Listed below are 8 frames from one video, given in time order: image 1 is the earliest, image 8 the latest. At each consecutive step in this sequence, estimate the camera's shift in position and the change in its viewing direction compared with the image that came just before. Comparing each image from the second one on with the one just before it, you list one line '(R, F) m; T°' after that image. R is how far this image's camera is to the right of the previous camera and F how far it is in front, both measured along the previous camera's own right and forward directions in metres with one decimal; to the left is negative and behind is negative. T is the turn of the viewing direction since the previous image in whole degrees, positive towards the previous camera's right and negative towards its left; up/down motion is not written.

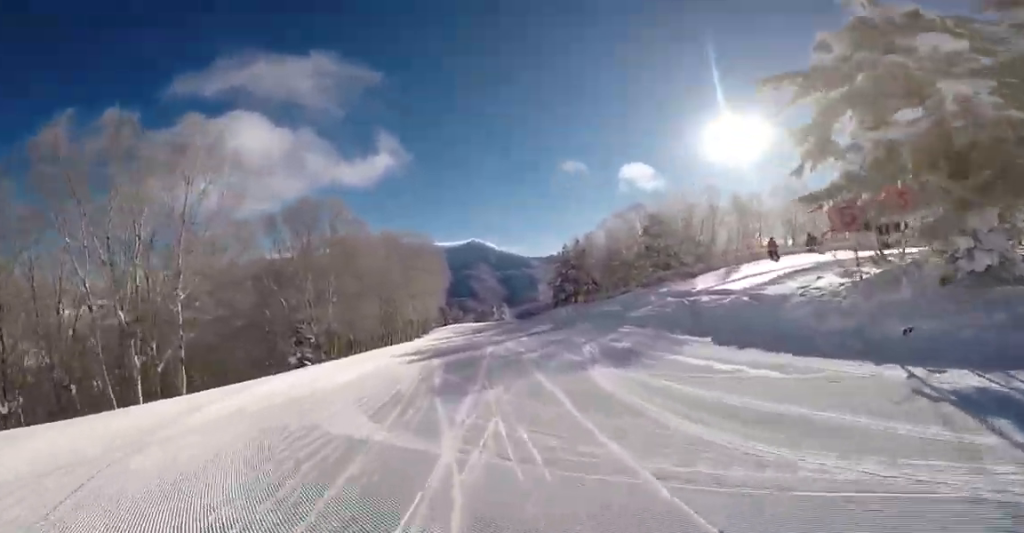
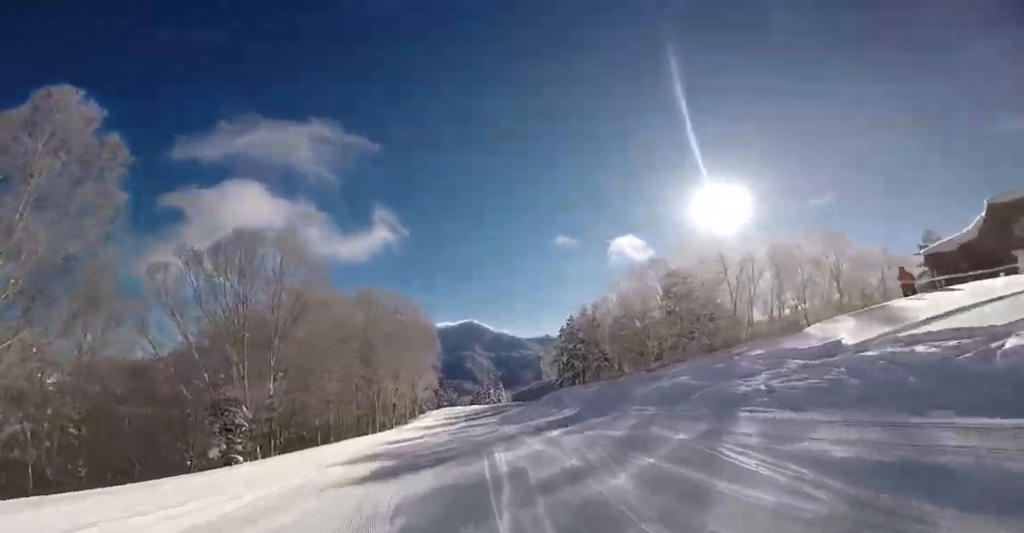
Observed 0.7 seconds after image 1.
(+0.1, +8.0) m; 0°
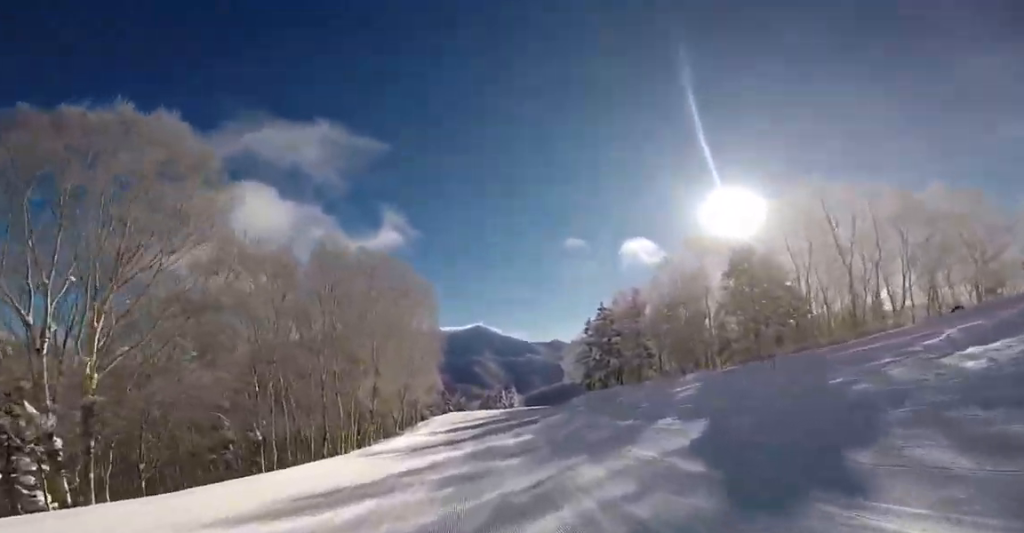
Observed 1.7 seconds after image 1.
(0.0, +11.1) m; 0°
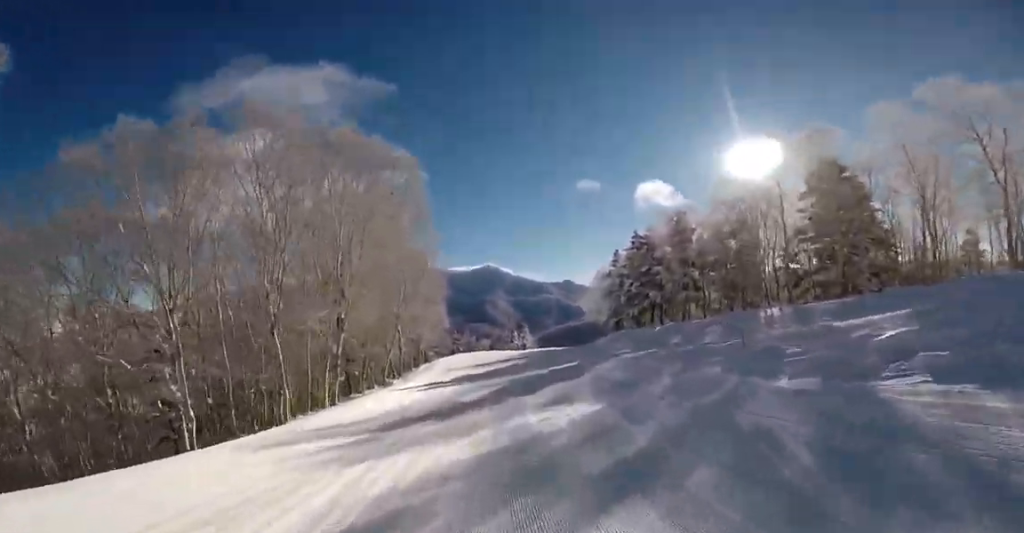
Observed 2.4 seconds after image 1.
(-0.1, +8.0) m; +1°
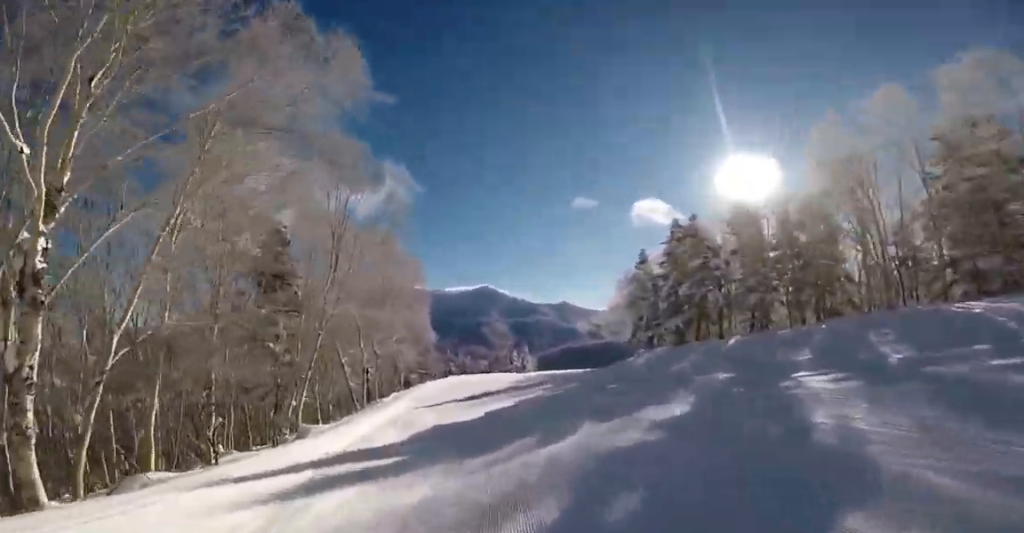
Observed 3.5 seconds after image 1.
(+0.4, +11.1) m; +3°
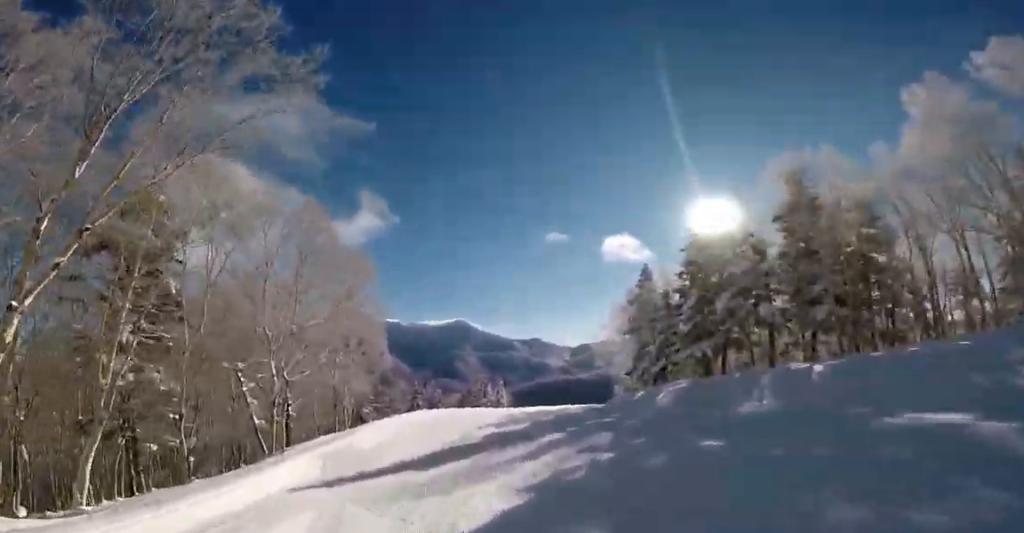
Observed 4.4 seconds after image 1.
(+0.2, +8.7) m; 0°
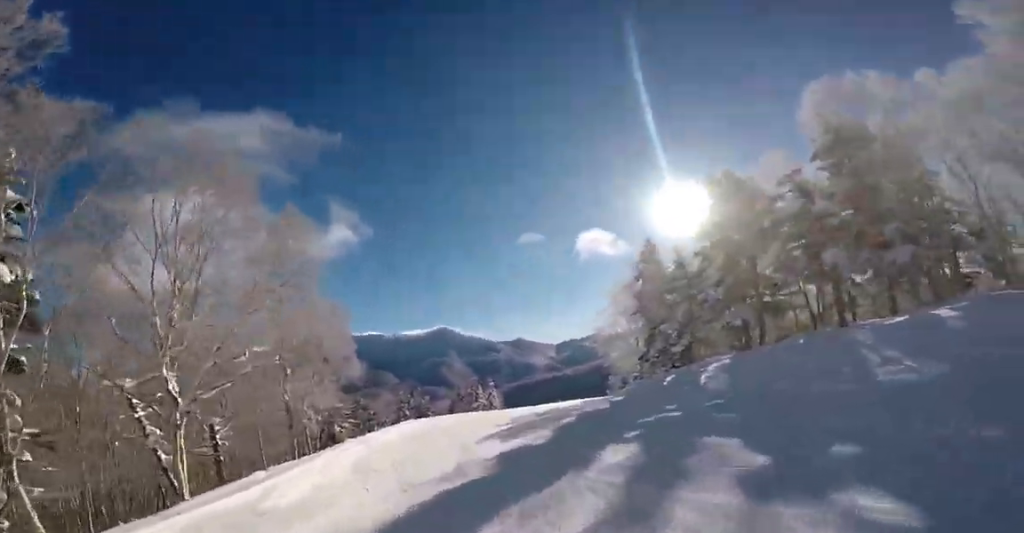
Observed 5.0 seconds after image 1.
(-0.2, +5.9) m; -1°
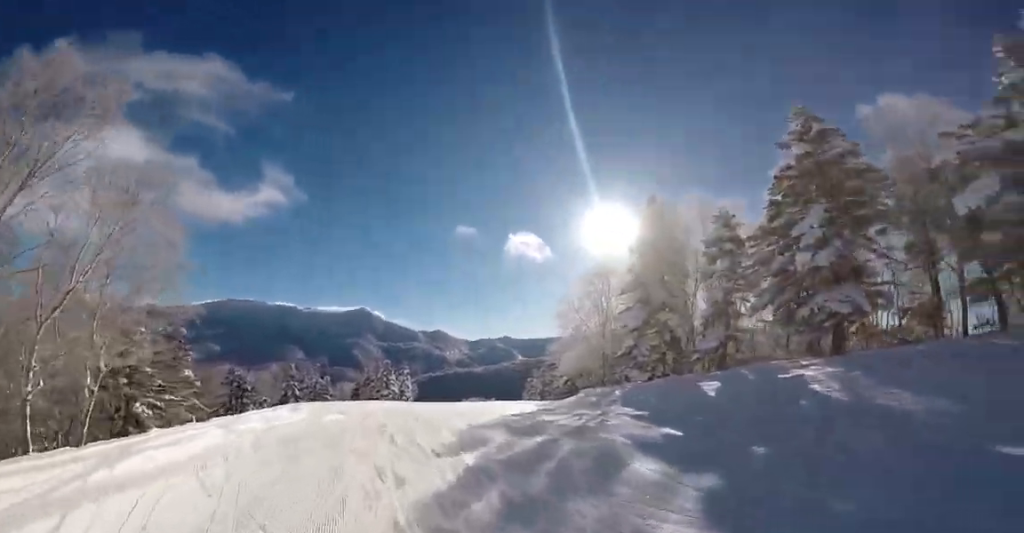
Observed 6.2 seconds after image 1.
(0.0, +11.9) m; 0°
